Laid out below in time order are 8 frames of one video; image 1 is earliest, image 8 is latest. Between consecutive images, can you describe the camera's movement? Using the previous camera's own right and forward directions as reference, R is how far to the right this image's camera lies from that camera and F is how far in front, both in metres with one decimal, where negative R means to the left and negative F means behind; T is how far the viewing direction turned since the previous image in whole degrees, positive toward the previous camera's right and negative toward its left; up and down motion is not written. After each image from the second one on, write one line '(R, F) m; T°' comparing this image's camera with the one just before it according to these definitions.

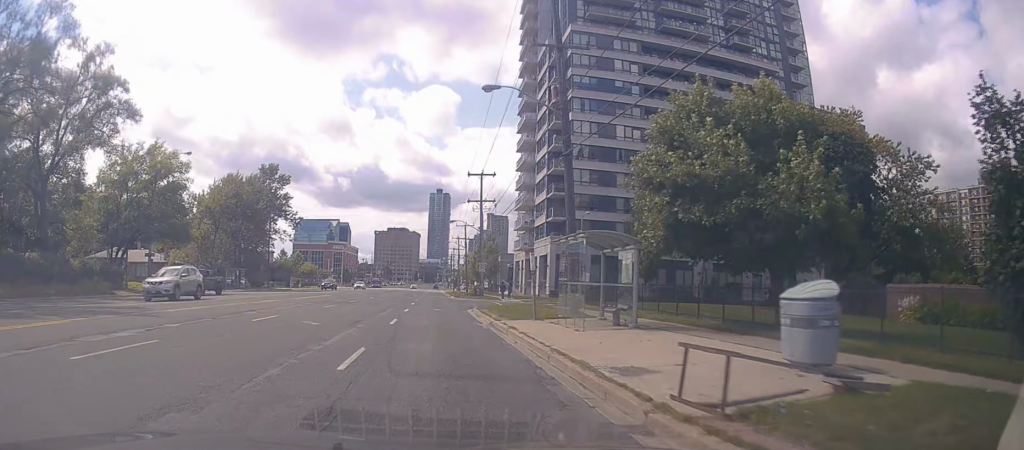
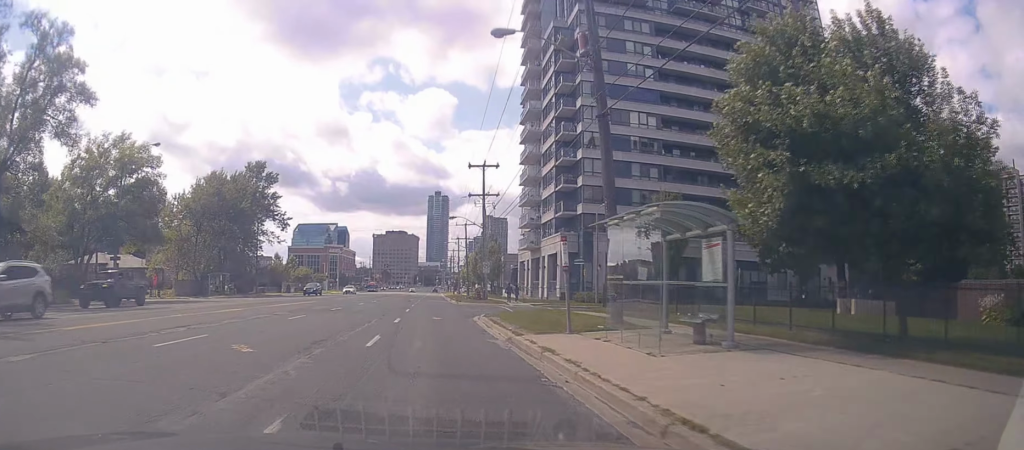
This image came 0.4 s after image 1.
(0.0, +5.9) m; 0°
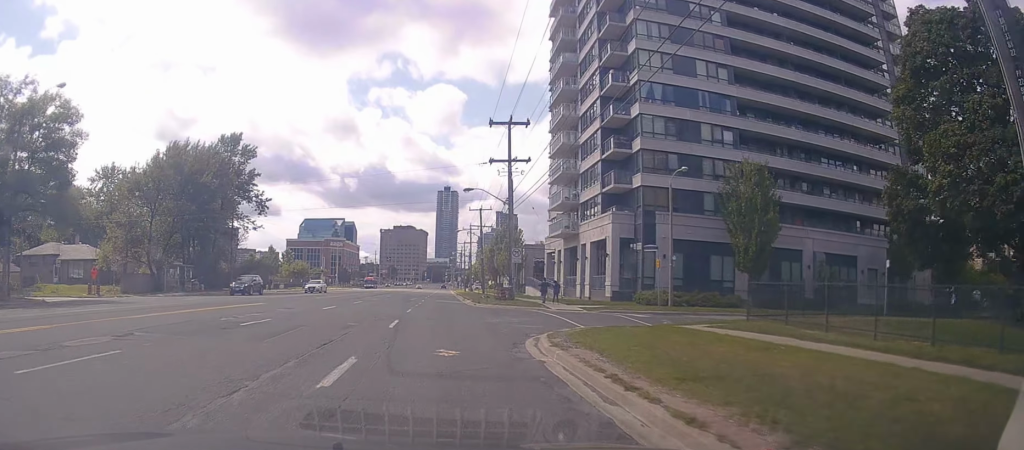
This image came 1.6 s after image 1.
(-0.2, +14.6) m; 0°
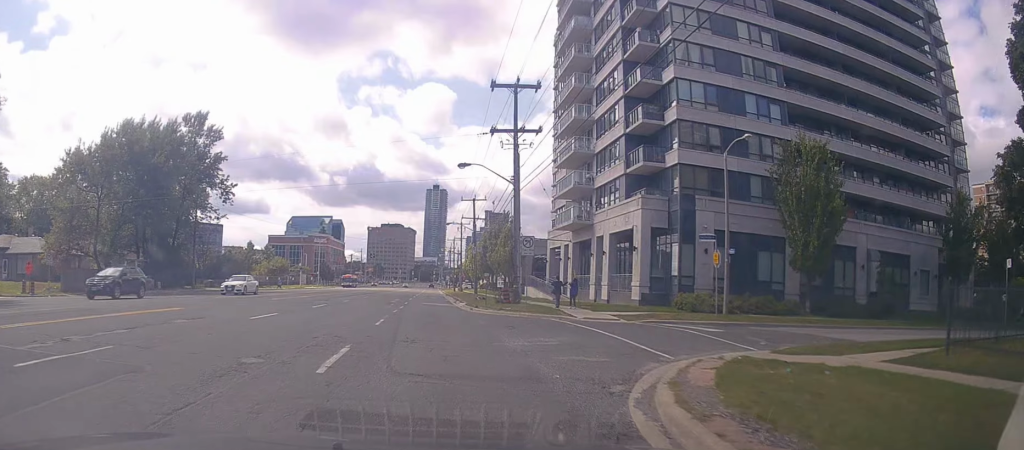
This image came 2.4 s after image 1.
(-0.2, +9.0) m; +5°
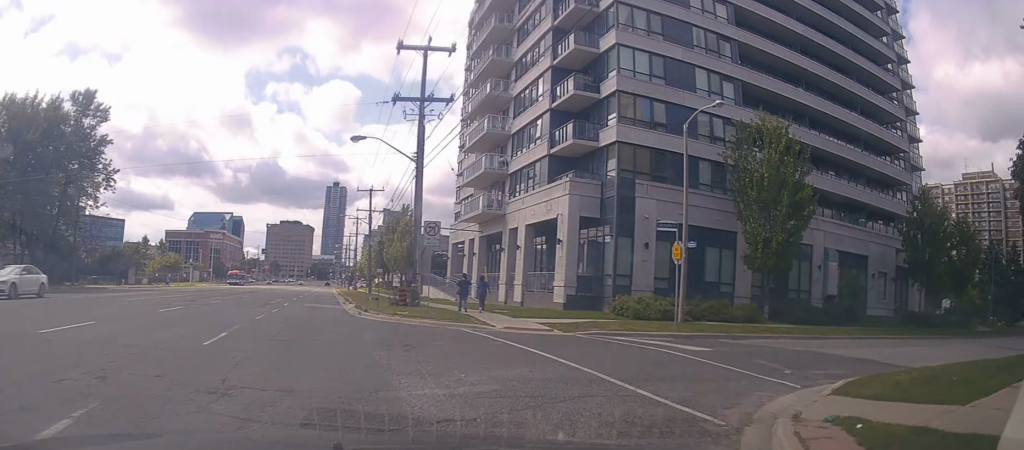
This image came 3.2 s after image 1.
(+0.8, +6.4) m; +9°
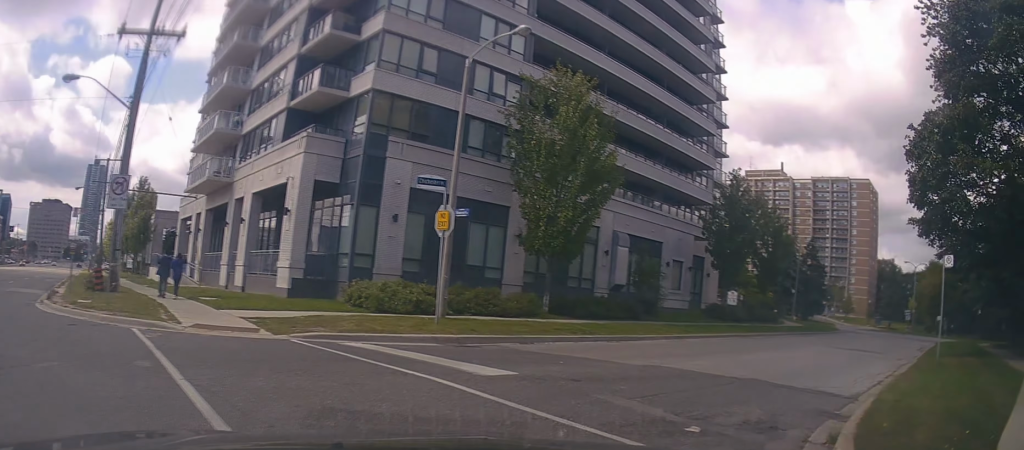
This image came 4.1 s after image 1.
(+0.5, +6.3) m; +19°
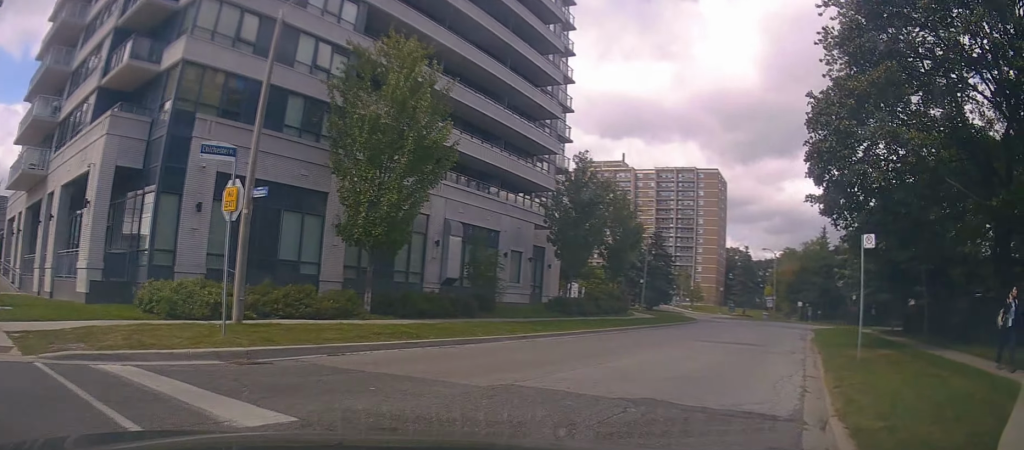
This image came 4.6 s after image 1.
(+0.3, +2.9) m; +15°
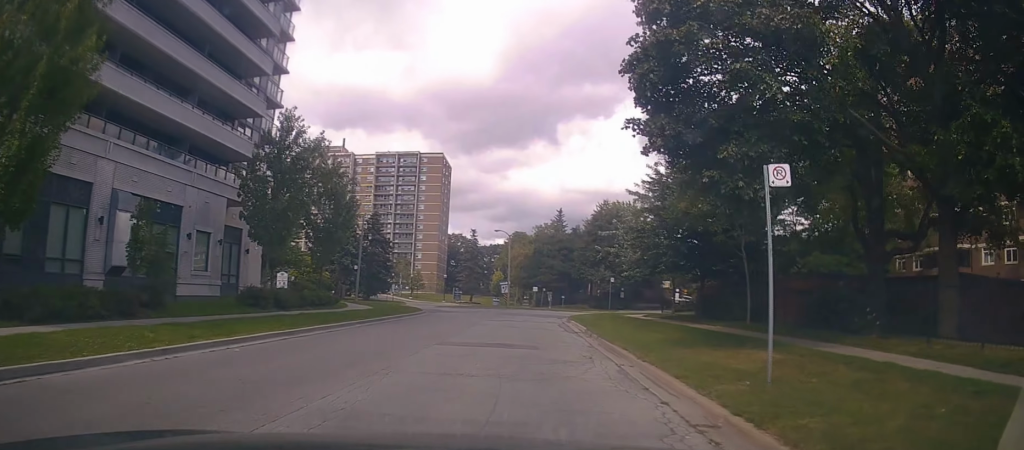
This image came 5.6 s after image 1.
(+2.2, +5.6) m; +32°
